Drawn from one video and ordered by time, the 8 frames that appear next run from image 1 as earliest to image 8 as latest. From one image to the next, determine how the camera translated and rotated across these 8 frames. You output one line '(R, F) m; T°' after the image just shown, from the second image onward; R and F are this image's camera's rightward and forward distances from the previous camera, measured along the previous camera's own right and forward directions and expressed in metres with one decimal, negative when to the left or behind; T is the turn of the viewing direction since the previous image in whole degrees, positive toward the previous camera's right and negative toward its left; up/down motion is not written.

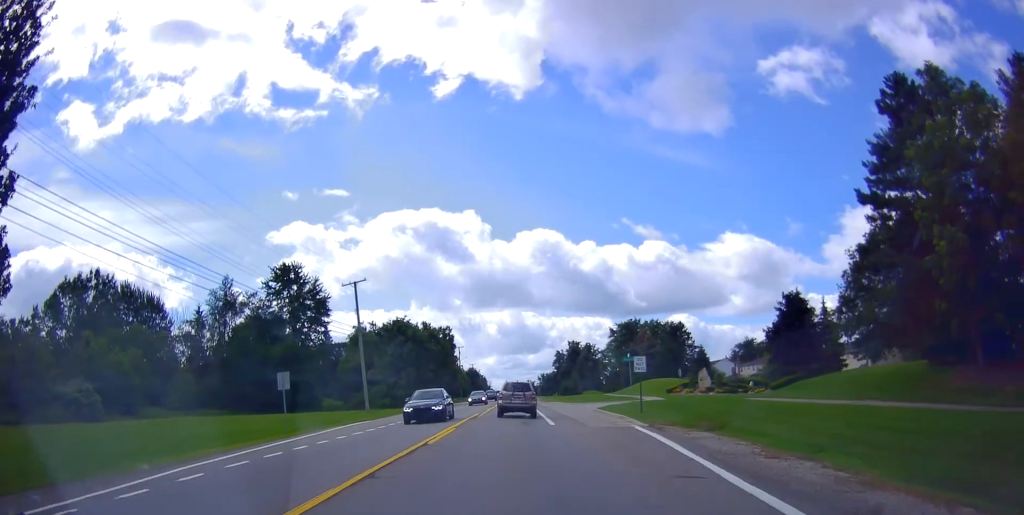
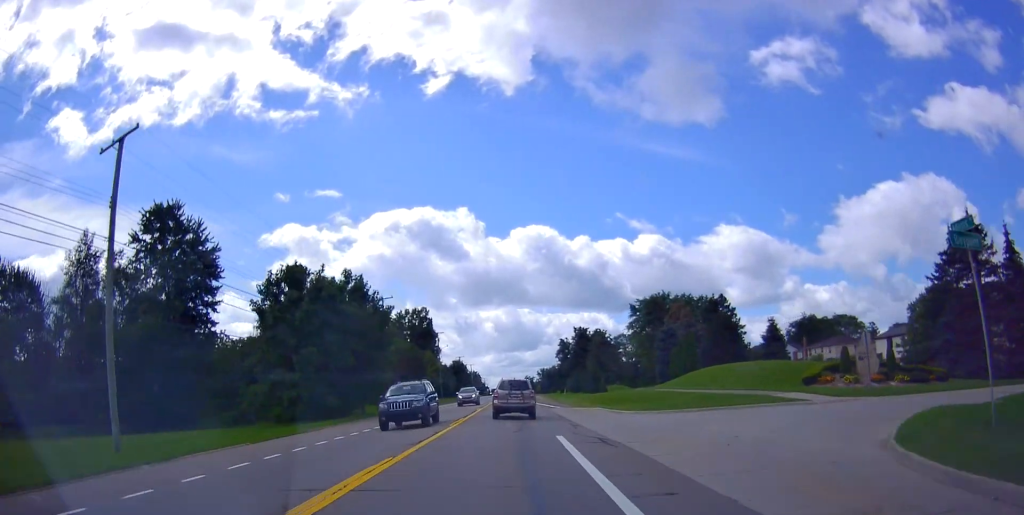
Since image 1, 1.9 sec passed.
(+0.5, +37.7) m; +1°
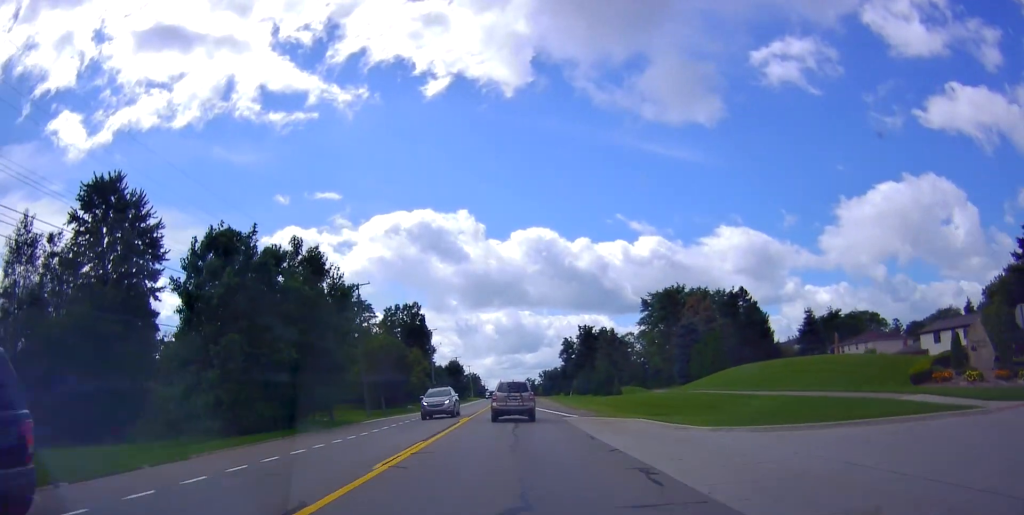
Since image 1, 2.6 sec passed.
(-0.1, +12.0) m; 0°
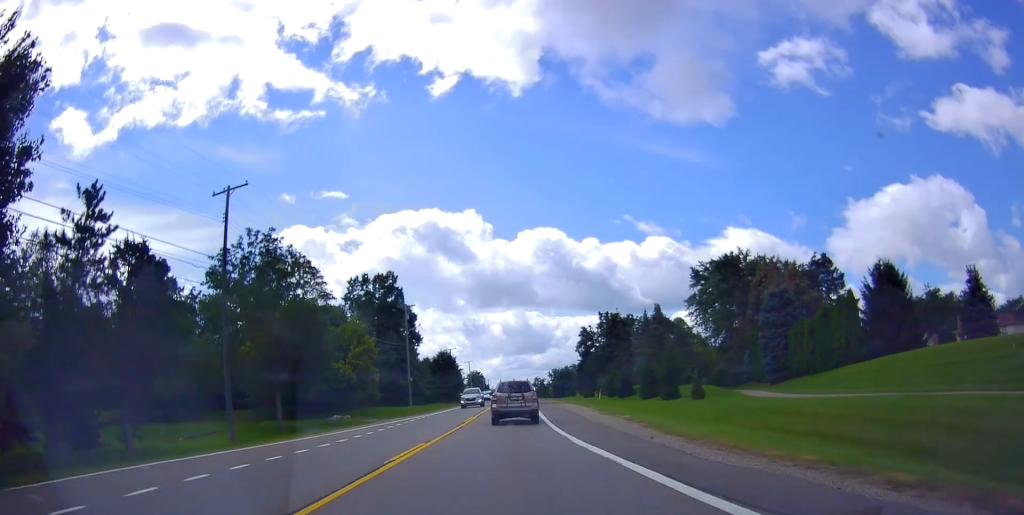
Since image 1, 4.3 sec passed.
(-0.7, +32.2) m; -1°
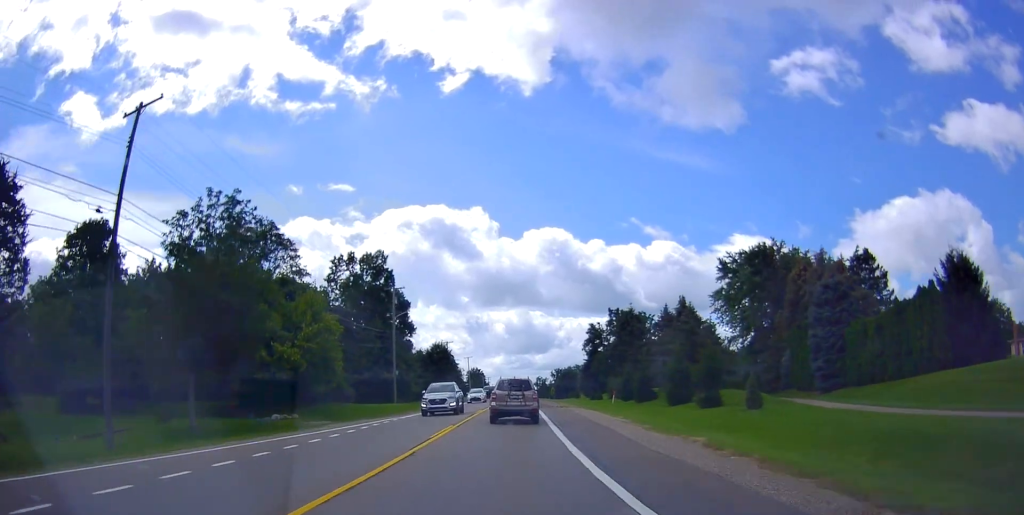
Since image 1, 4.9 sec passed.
(+0.4, +10.9) m; 0°
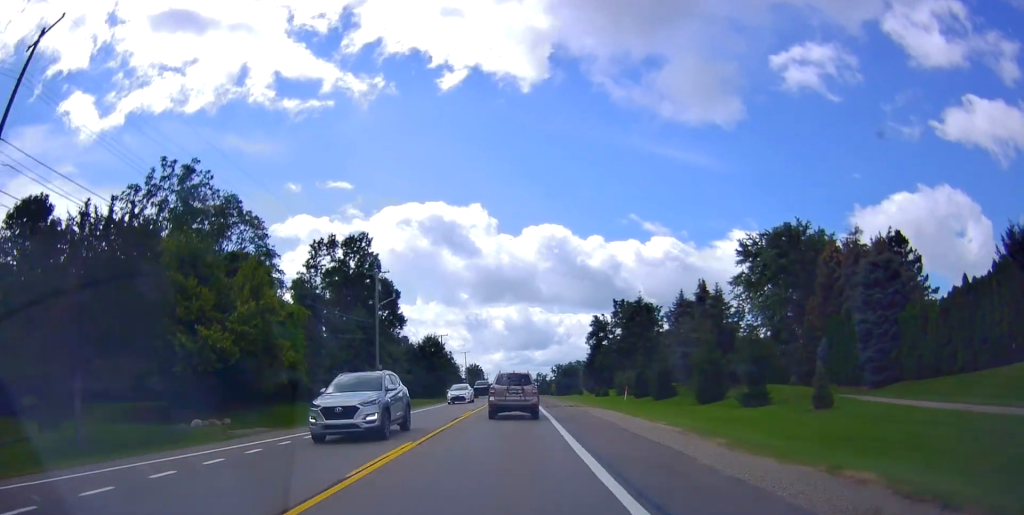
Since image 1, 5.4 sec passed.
(+0.3, +8.5) m; 0°
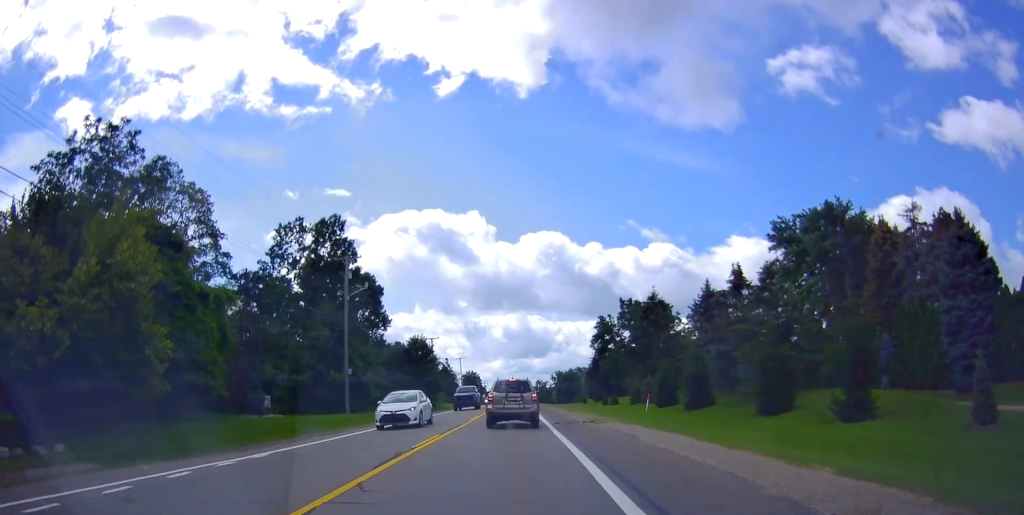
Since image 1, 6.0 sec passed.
(-0.5, +11.3) m; -1°
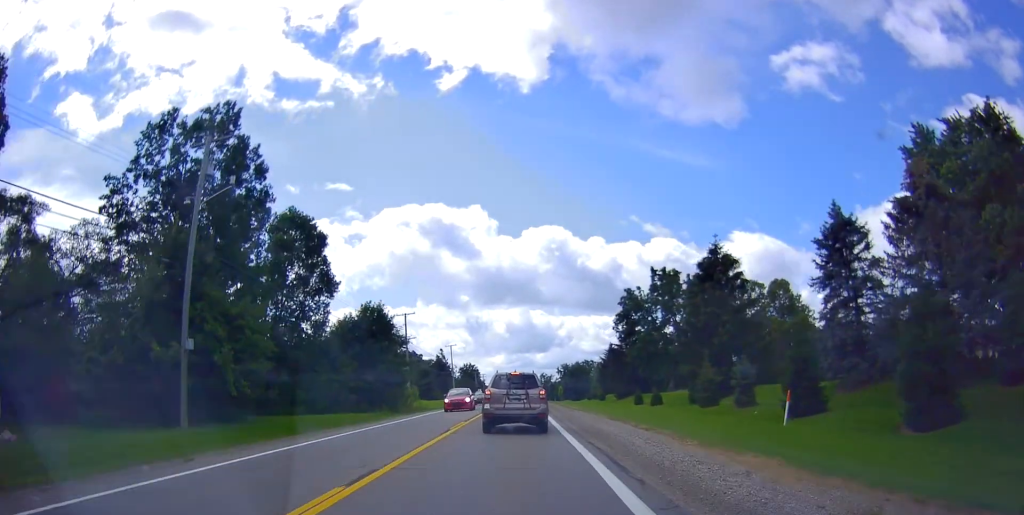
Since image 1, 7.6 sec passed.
(+0.3, +28.5) m; +2°
